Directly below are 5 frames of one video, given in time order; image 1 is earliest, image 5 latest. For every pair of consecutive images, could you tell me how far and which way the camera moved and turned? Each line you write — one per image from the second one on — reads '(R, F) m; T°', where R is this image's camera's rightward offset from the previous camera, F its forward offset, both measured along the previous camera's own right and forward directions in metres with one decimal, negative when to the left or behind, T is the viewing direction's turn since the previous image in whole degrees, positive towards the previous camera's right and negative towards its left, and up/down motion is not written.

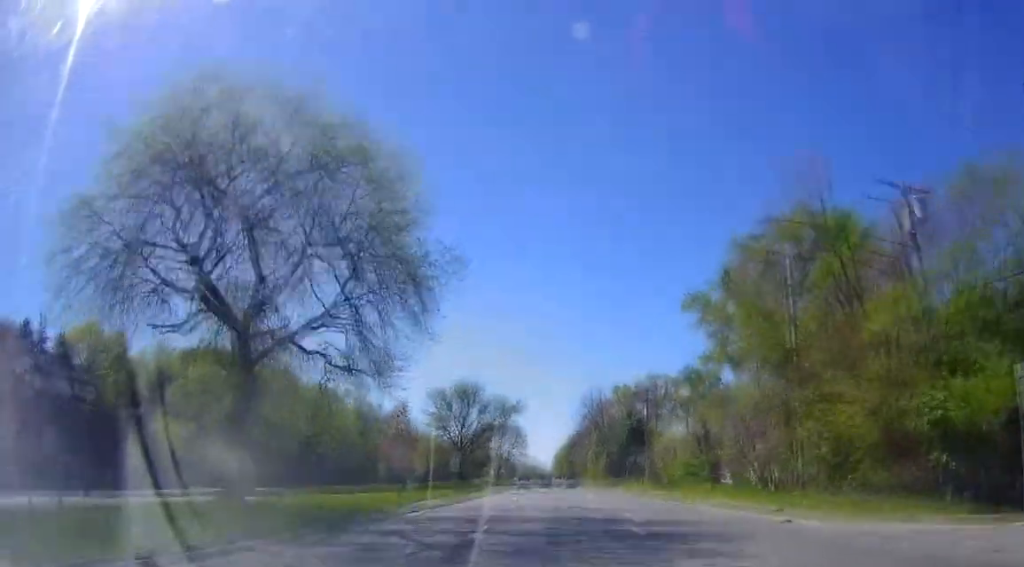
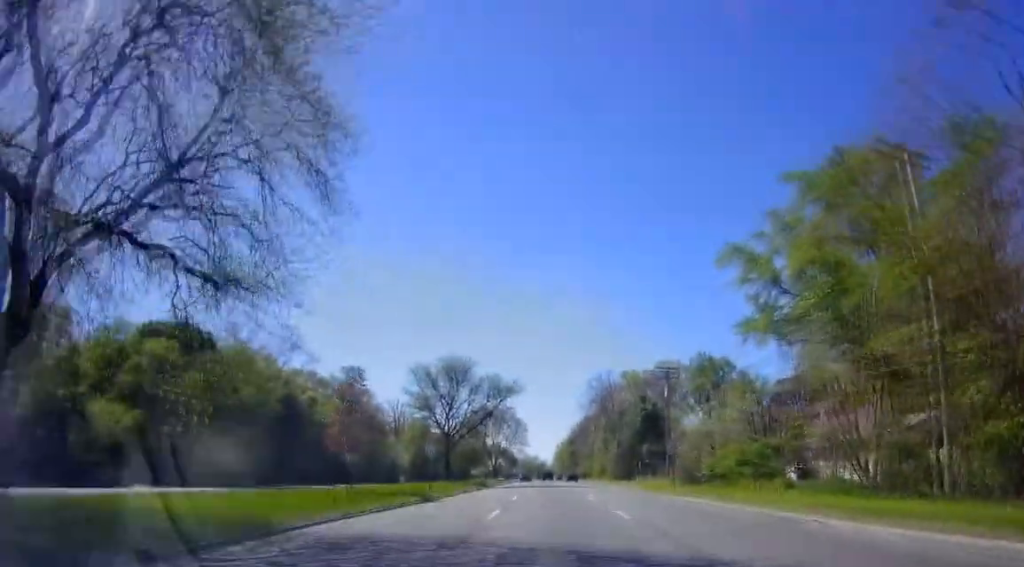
(+0.2, +12.8) m; 0°
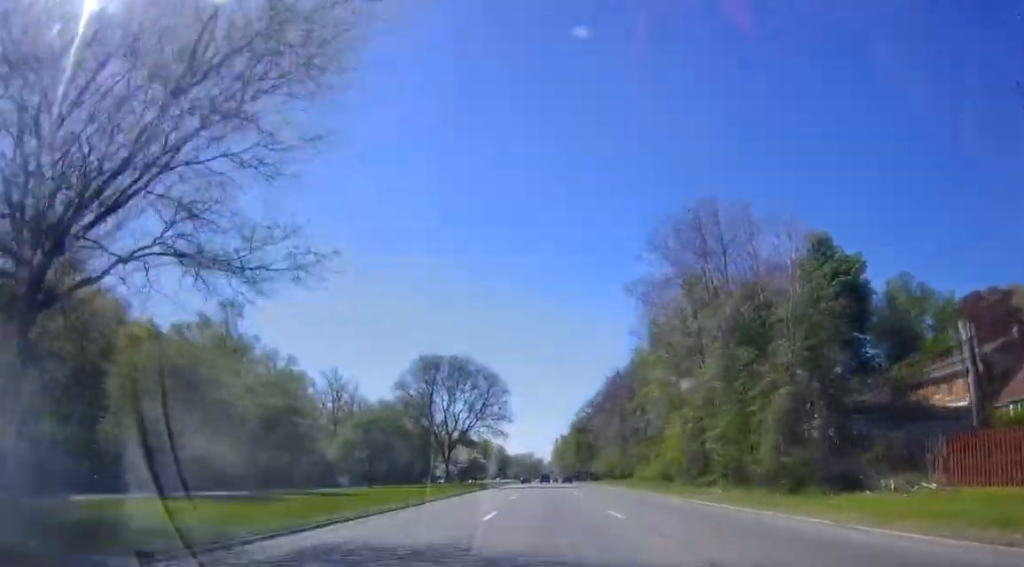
(-0.3, +56.6) m; +2°
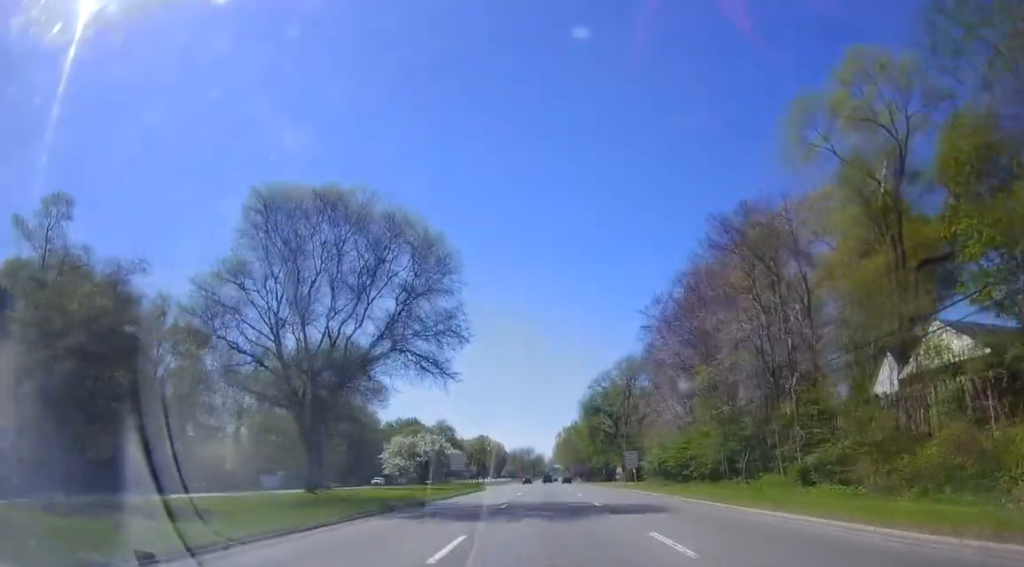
(+0.8, +45.8) m; +2°
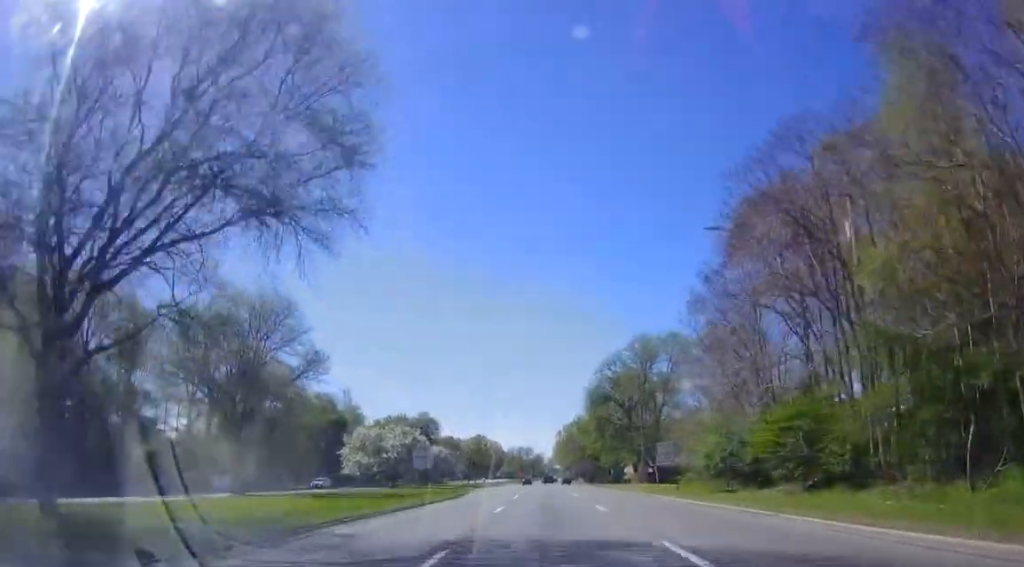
(+0.4, +19.4) m; +2°
